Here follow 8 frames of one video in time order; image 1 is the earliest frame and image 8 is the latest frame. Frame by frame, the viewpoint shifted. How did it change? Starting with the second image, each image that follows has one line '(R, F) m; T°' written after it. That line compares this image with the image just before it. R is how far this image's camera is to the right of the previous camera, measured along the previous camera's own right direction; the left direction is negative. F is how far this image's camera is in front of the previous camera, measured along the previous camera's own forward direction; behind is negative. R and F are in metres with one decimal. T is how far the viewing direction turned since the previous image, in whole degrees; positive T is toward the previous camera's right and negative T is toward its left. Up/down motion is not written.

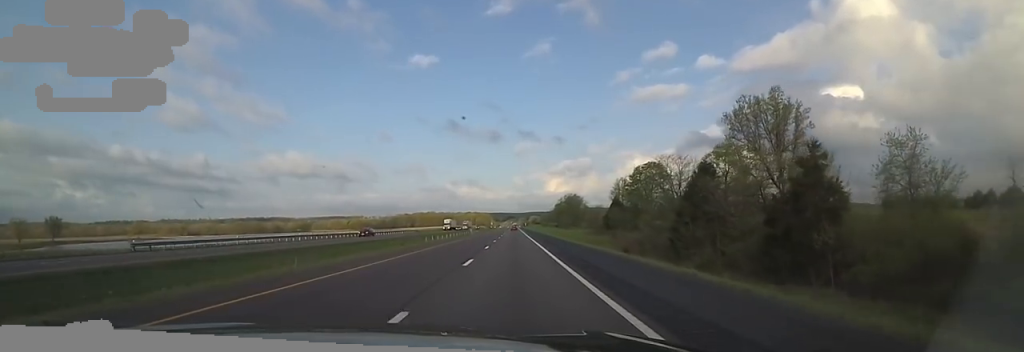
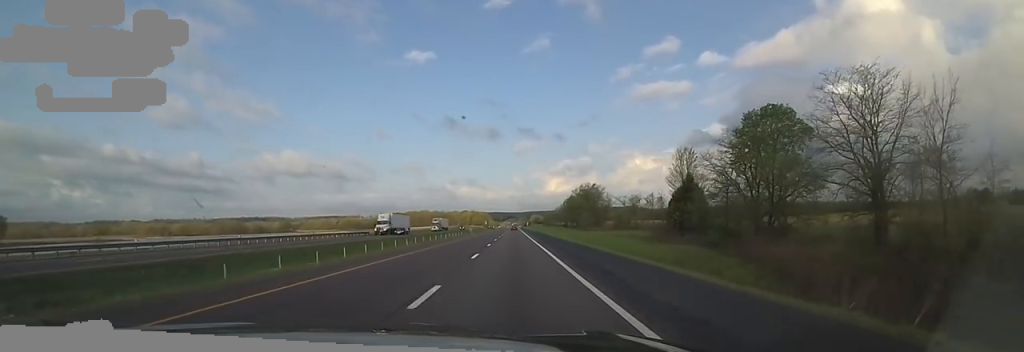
(+1.2, +45.5) m; 0°
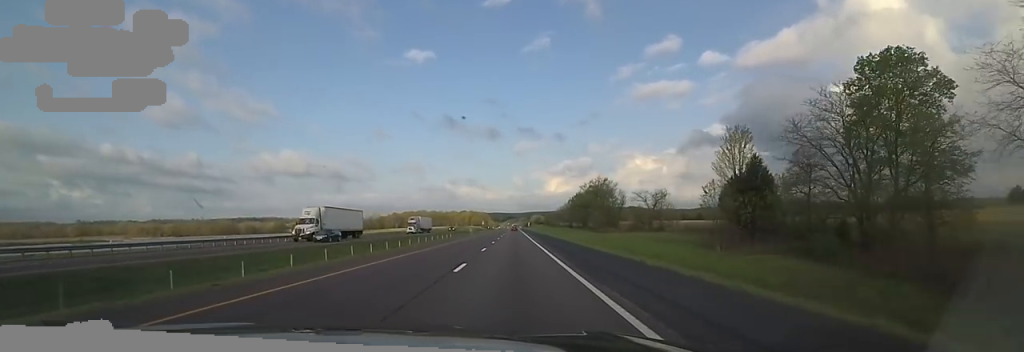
(+0.2, +17.9) m; -1°
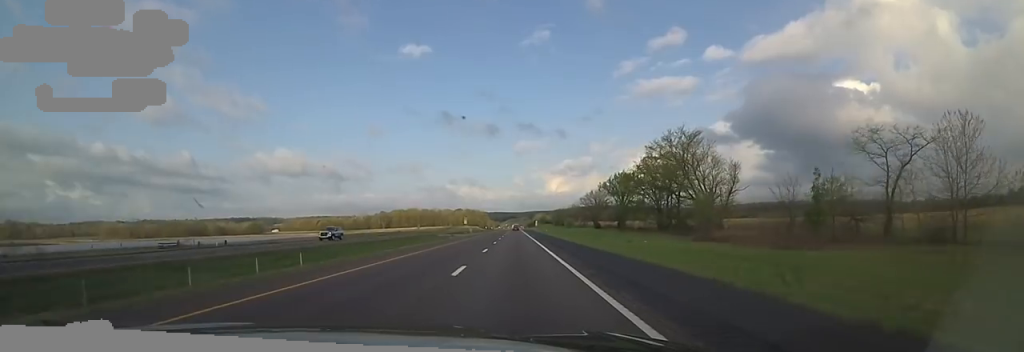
(-0.3, +62.1) m; 0°
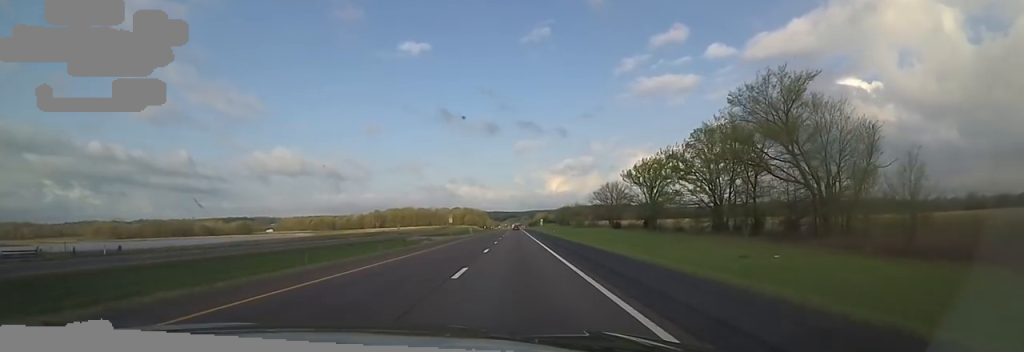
(-0.3, +25.1) m; 0°
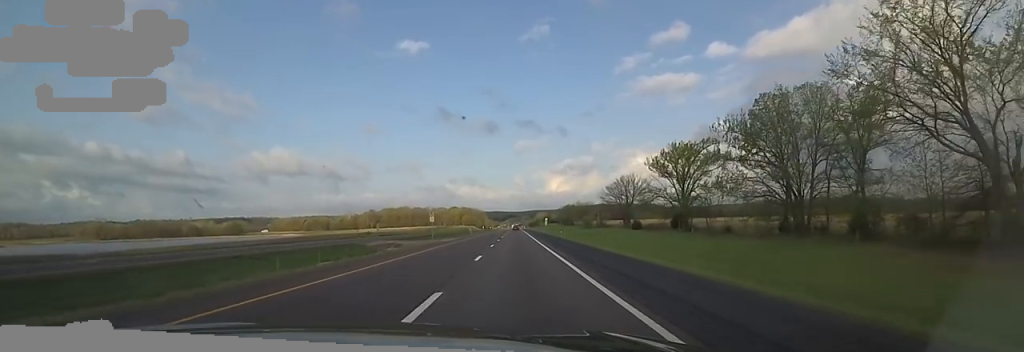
(-0.6, +17.9) m; 0°
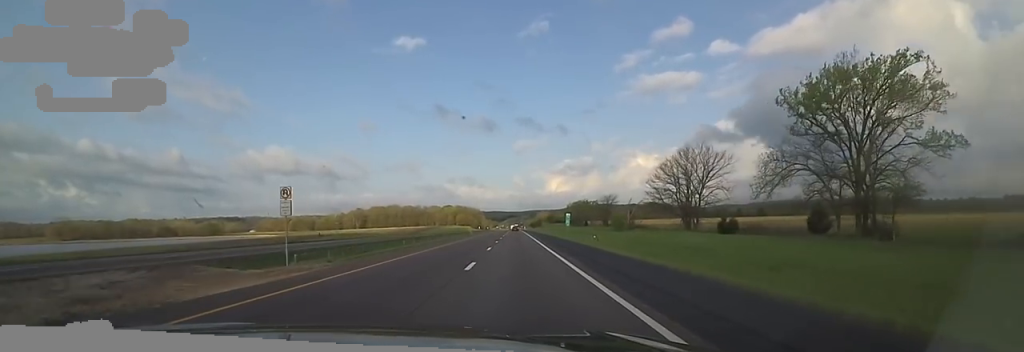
(+1.4, +40.6) m; +2°
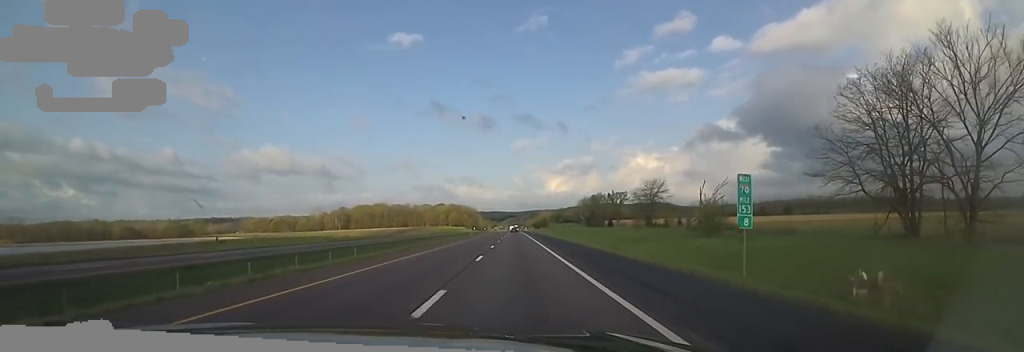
(-0.5, +44.5) m; -2°
